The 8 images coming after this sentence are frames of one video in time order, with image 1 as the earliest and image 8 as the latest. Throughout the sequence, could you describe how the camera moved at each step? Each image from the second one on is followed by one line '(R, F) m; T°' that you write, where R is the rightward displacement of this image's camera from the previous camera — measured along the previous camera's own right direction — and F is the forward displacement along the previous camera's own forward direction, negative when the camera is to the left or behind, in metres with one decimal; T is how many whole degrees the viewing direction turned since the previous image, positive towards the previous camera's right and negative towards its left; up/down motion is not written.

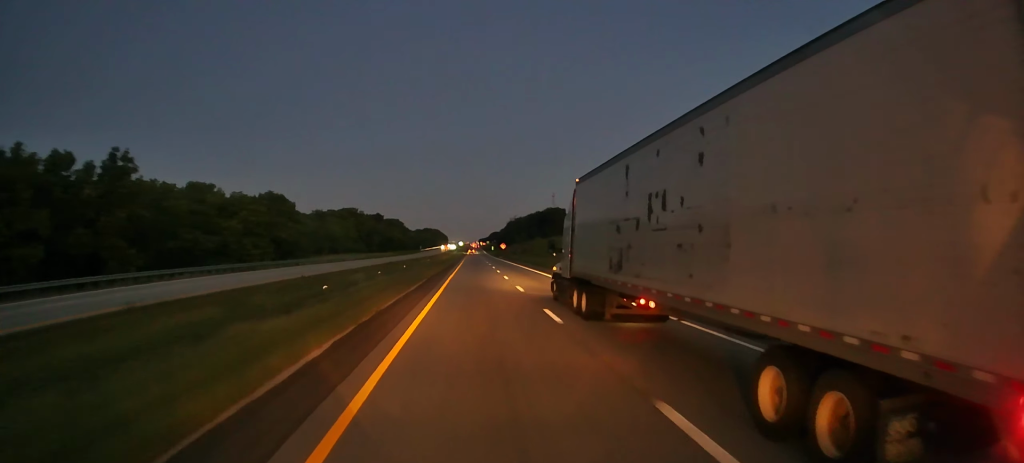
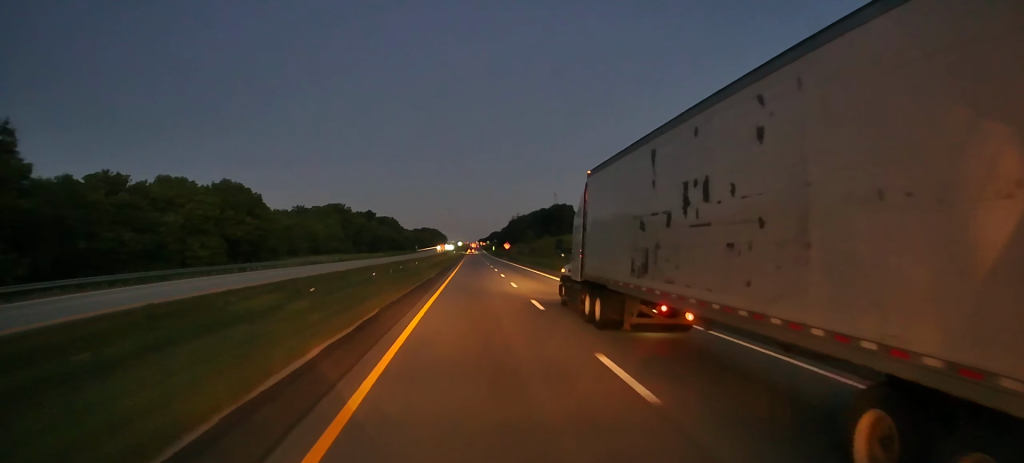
(-0.3, +20.6) m; -1°
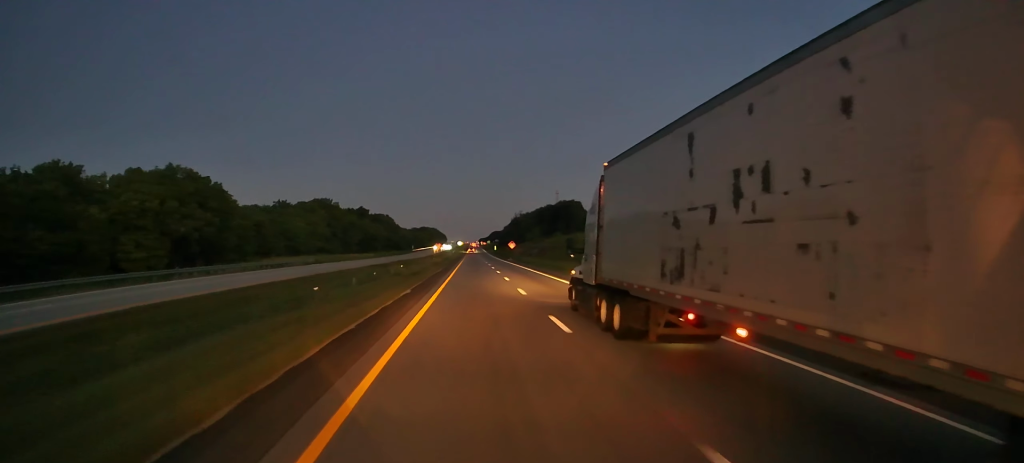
(-0.1, +17.5) m; 0°
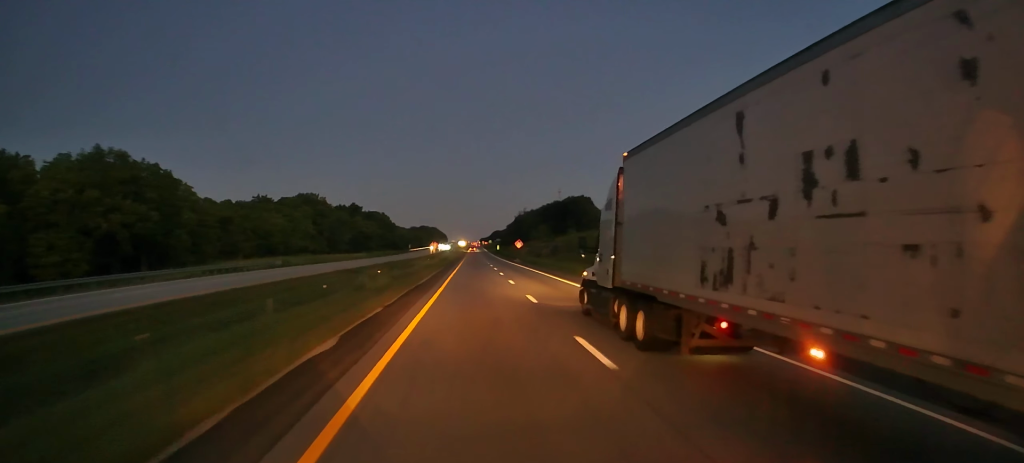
(0.0, +16.4) m; 0°
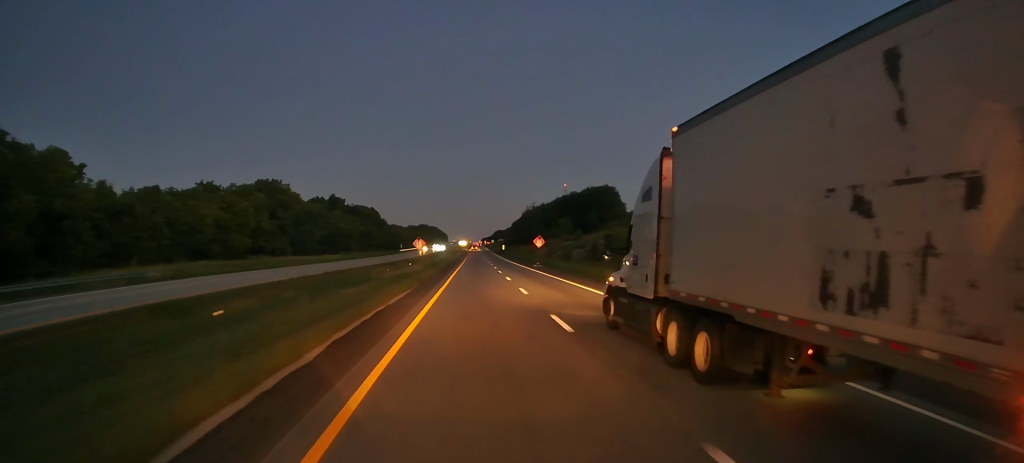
(+0.1, +32.0) m; +1°
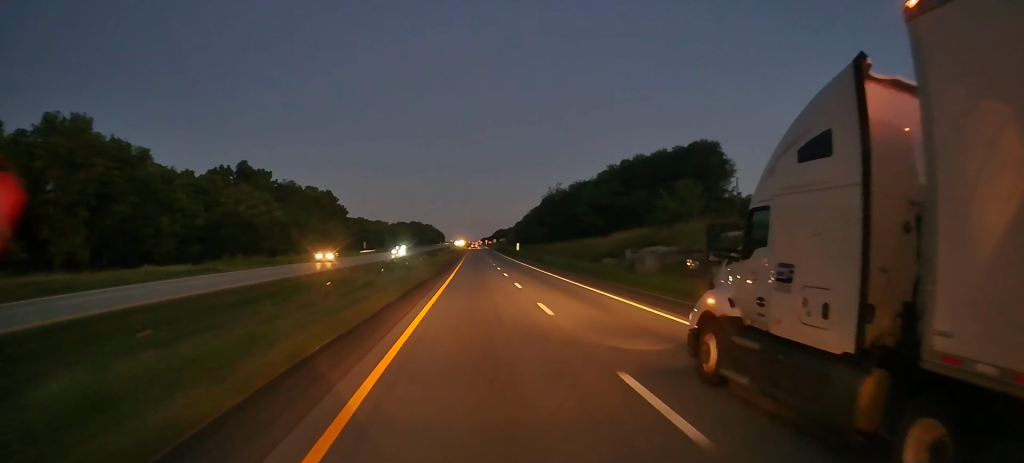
(-0.1, +68.3) m; 0°
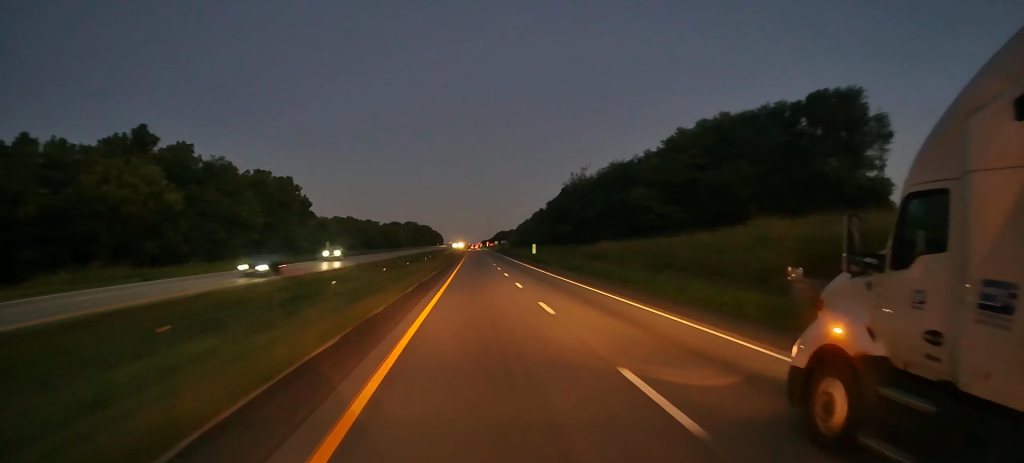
(+0.1, +36.0) m; -1°
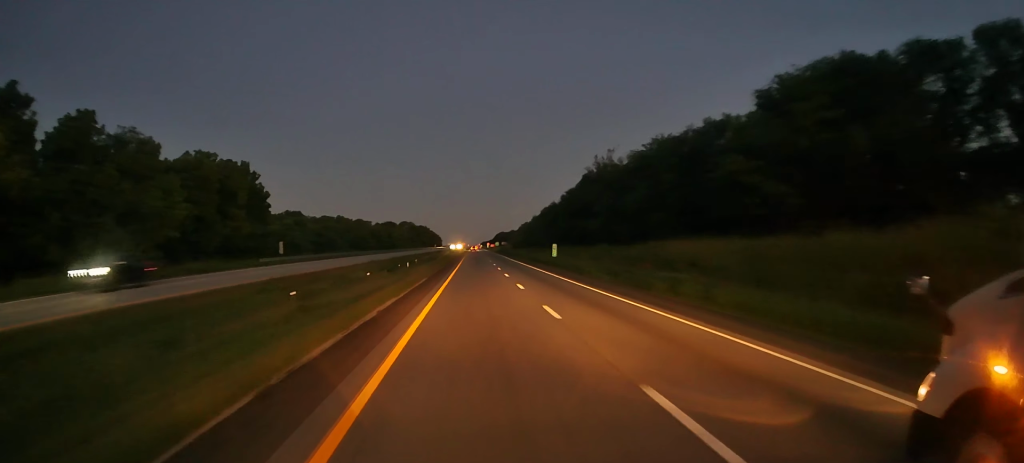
(-0.4, +25.6) m; 0°
